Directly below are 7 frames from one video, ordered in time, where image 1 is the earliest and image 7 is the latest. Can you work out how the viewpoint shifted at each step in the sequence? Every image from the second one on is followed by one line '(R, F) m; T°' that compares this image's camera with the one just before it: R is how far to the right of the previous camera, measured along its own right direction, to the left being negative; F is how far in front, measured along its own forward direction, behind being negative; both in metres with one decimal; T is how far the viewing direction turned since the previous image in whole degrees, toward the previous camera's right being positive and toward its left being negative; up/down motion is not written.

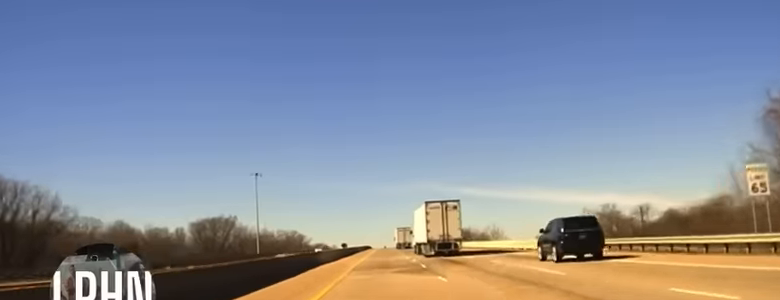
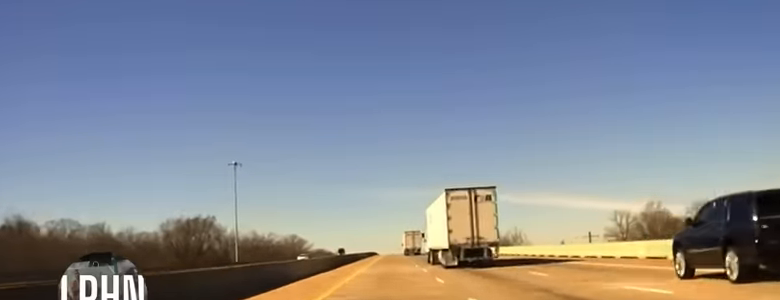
(-0.2, +33.9) m; 0°
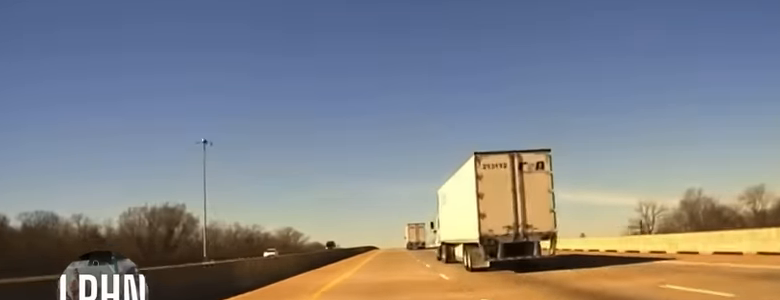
(0.0, +25.7) m; 0°
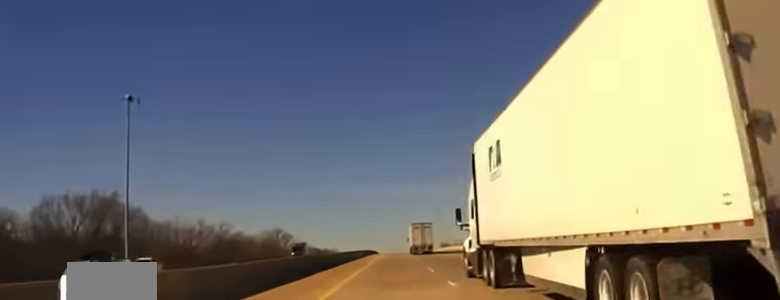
(-0.1, +38.7) m; 0°
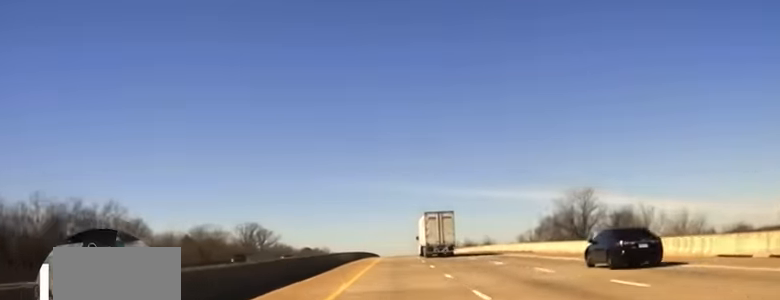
(-0.6, +65.1) m; 0°
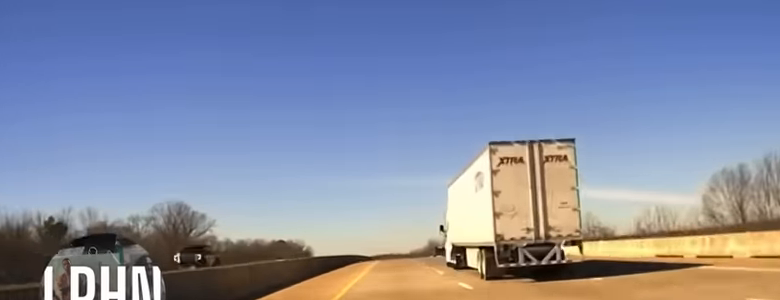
(+0.7, +90.1) m; 0°
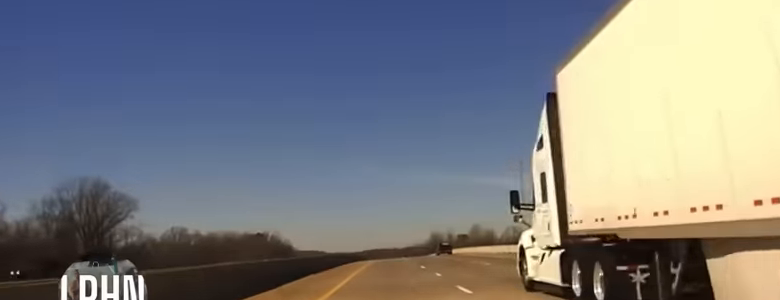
(-0.5, +53.4) m; 0°
